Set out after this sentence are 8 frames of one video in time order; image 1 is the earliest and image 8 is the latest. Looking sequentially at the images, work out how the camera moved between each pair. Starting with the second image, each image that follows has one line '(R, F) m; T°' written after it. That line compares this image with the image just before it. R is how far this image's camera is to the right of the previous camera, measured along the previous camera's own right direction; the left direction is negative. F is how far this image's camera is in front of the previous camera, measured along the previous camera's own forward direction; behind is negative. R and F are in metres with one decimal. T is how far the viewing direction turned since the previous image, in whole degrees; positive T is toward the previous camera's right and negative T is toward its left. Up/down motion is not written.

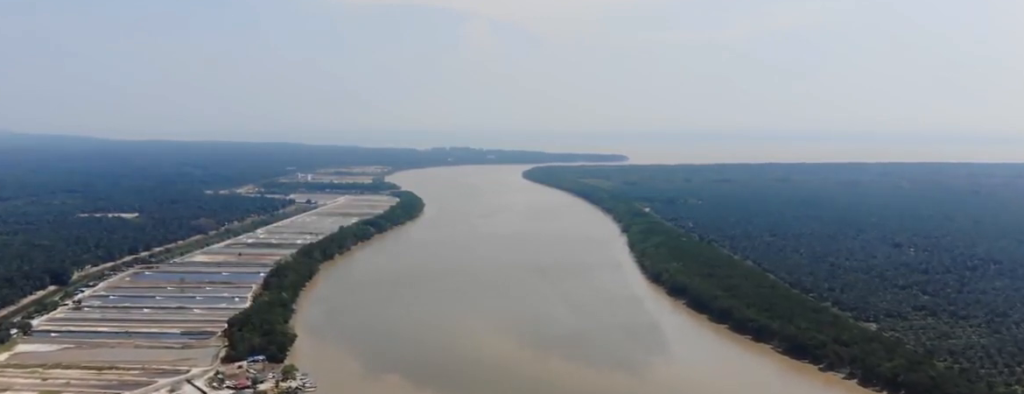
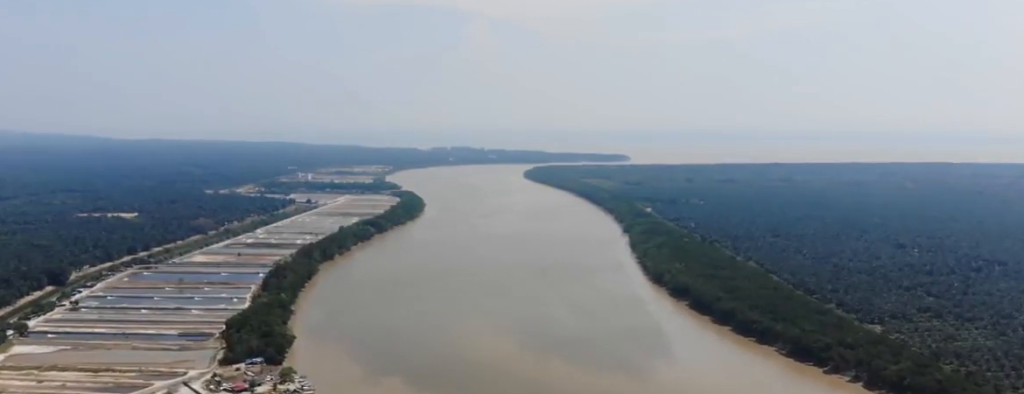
(0.0, +6.8) m; -1°
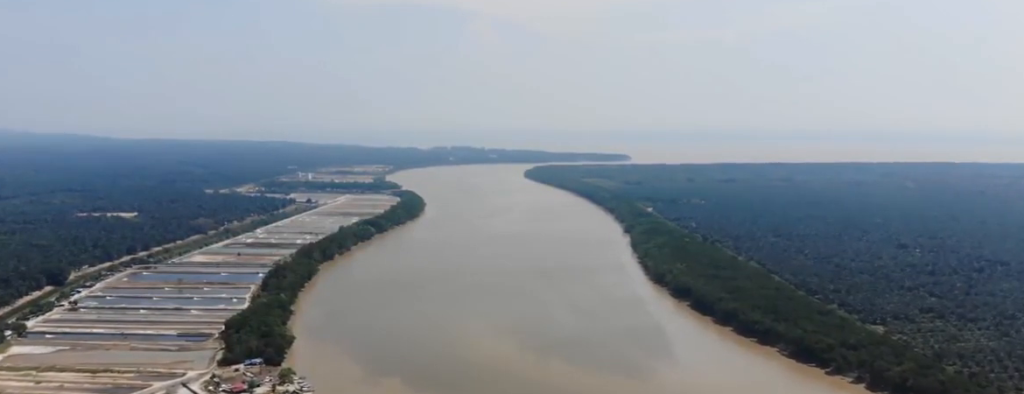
(0.0, +3.1) m; -1°
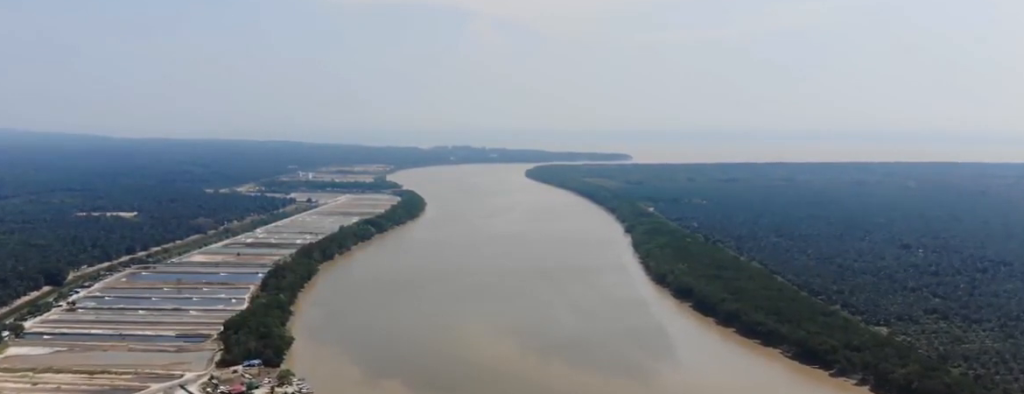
(0.0, +4.8) m; -1°
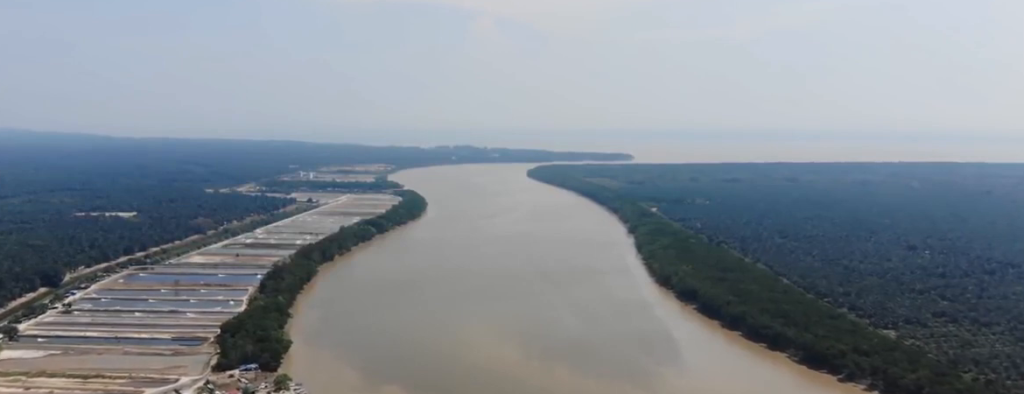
(+0.3, +10.6) m; +4°
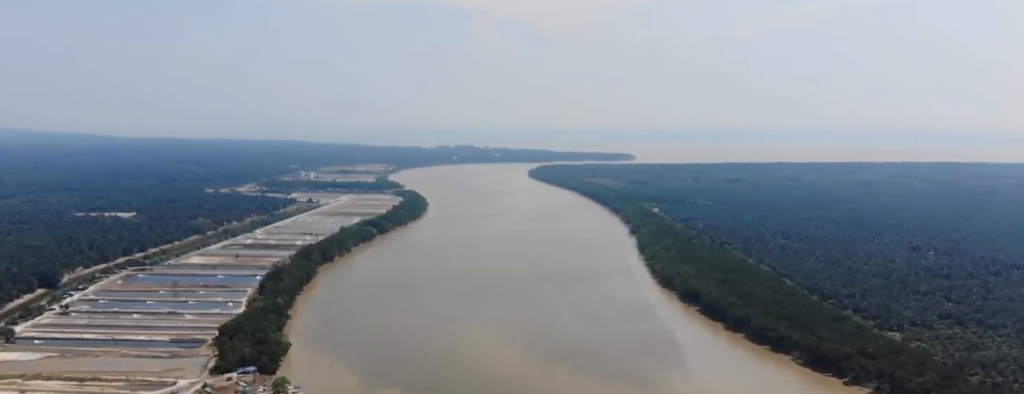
(0.0, +6.2) m; -1°
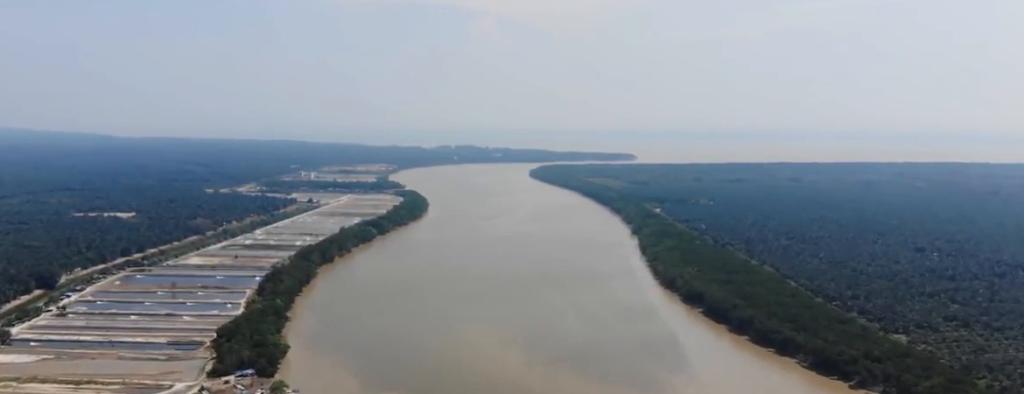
(-0.3, +7.0) m; -2°
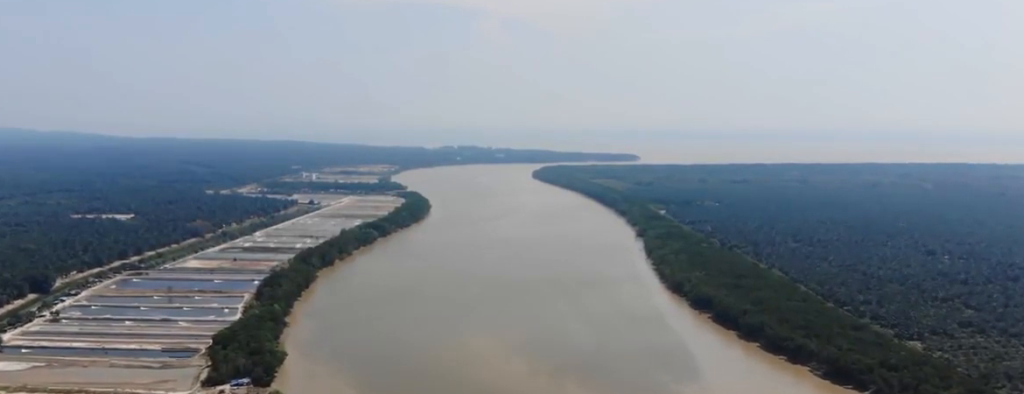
(-0.4, +16.6) m; -3°
